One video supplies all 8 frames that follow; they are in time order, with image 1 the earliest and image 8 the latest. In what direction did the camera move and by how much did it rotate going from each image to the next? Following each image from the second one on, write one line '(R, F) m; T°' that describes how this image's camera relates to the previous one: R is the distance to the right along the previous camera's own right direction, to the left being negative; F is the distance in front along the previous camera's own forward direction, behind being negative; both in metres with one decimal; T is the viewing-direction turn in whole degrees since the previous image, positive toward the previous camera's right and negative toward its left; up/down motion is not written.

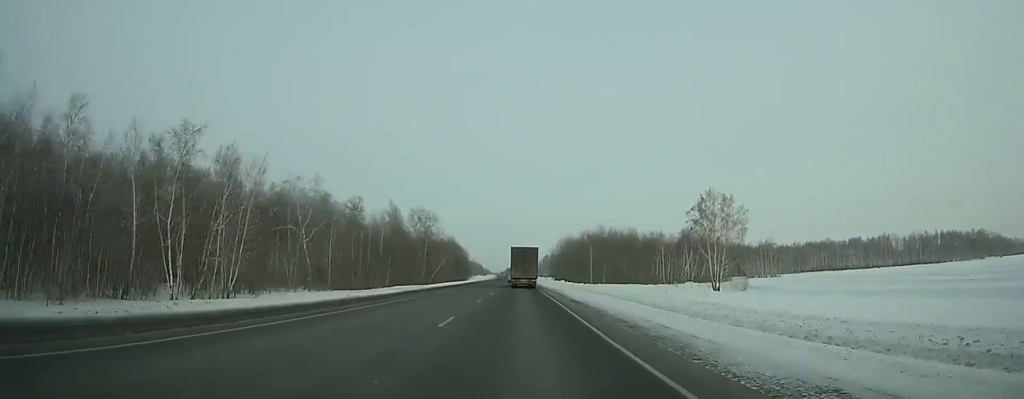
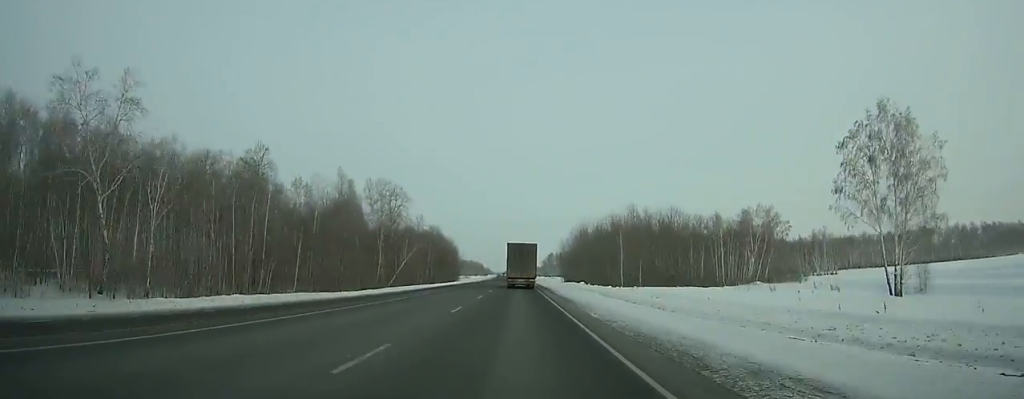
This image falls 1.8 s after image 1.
(-0.2, +43.7) m; 0°
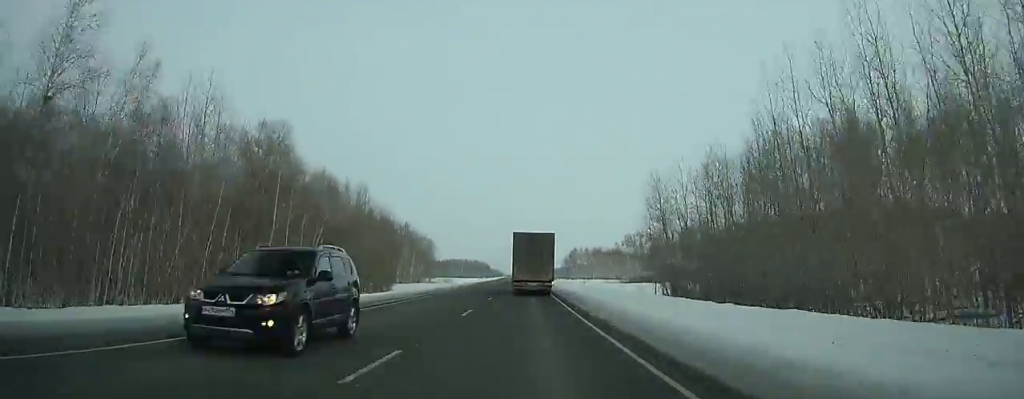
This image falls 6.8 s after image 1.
(-1.1, +123.7) m; -2°
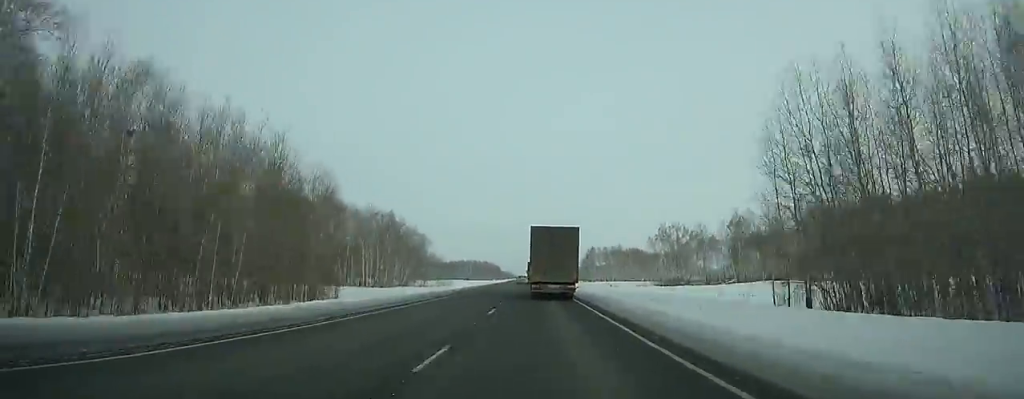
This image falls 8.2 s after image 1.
(-0.6, +36.6) m; -1°
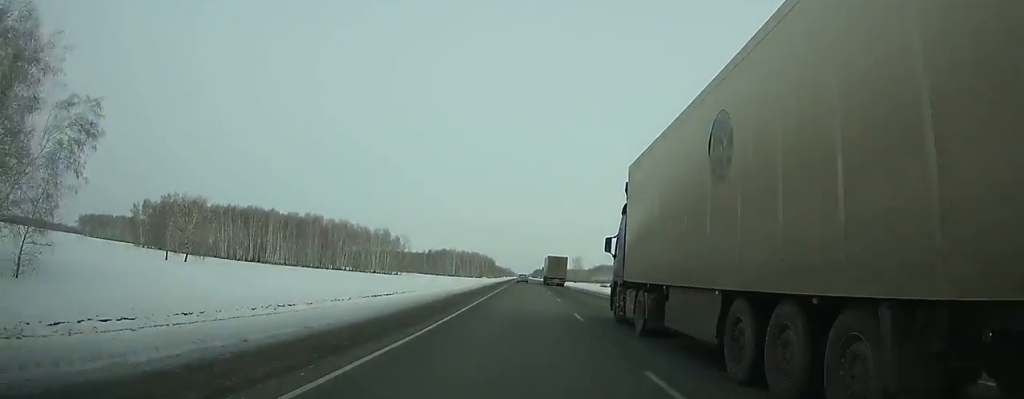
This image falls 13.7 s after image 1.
(-1.3, +150.7) m; 0°
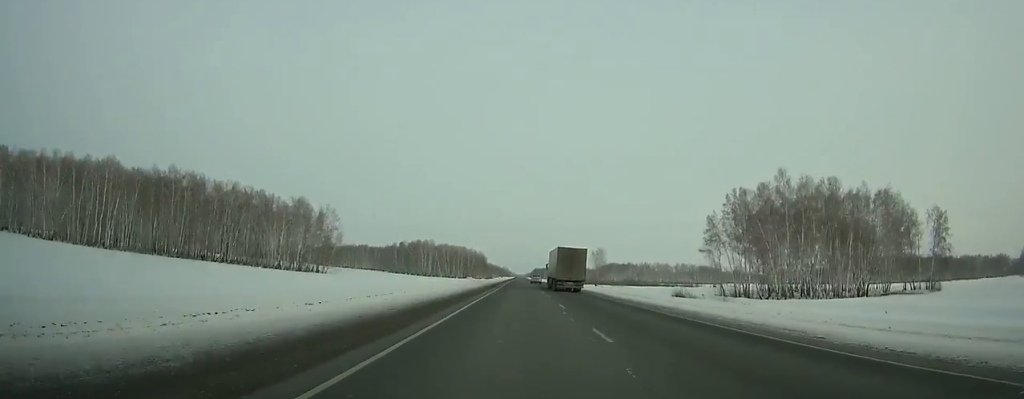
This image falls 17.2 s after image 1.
(+0.5, +103.2) m; 0°
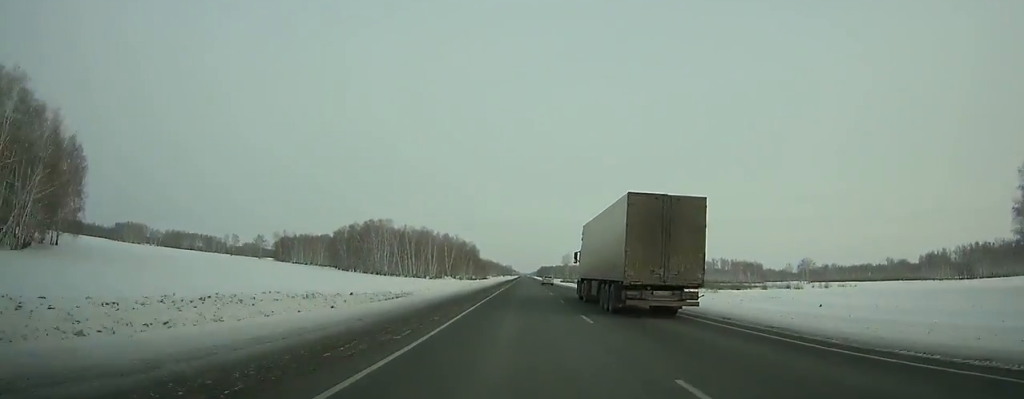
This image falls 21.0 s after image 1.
(0.0, +116.6) m; 0°
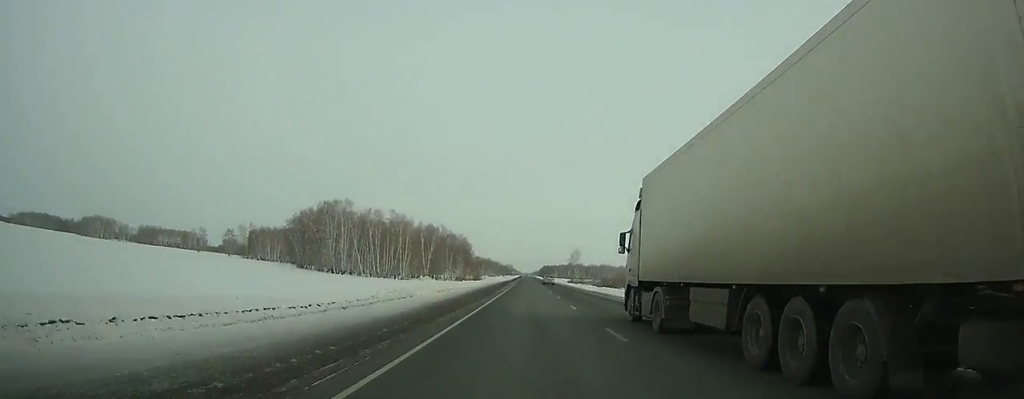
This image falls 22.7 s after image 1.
(0.0, +53.1) m; 0°
